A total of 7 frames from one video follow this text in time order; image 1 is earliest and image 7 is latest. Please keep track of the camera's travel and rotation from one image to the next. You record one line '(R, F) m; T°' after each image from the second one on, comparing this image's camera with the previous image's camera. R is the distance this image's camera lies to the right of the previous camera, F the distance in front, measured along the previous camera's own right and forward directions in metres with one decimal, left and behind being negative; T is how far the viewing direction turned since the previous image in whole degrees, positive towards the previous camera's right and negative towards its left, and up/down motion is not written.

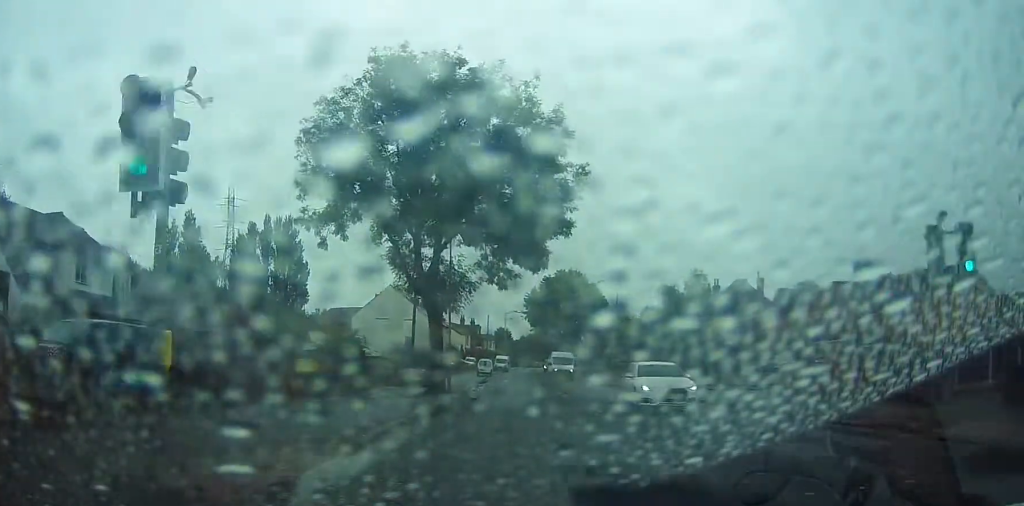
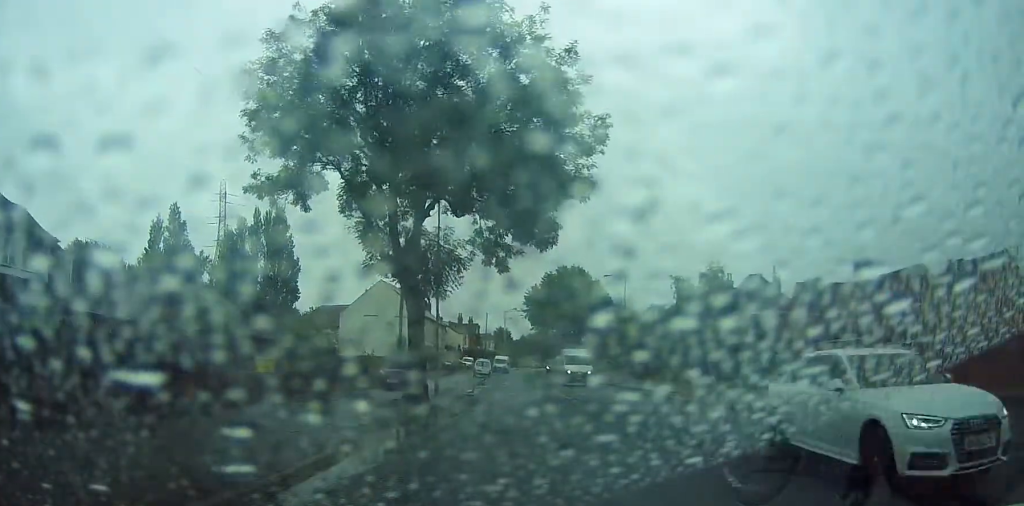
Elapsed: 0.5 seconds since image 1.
(-0.2, +5.9) m; 0°
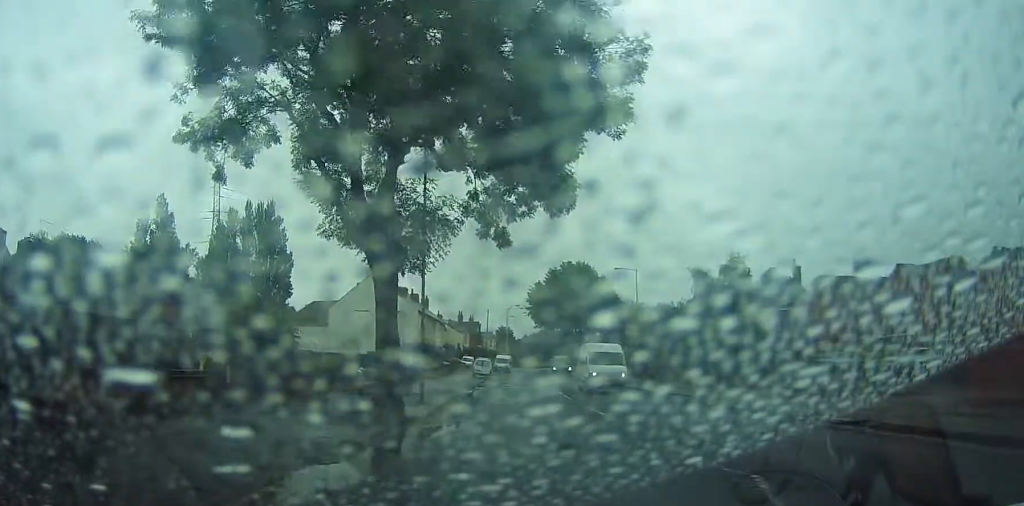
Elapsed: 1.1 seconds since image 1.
(+0.1, +5.5) m; 0°
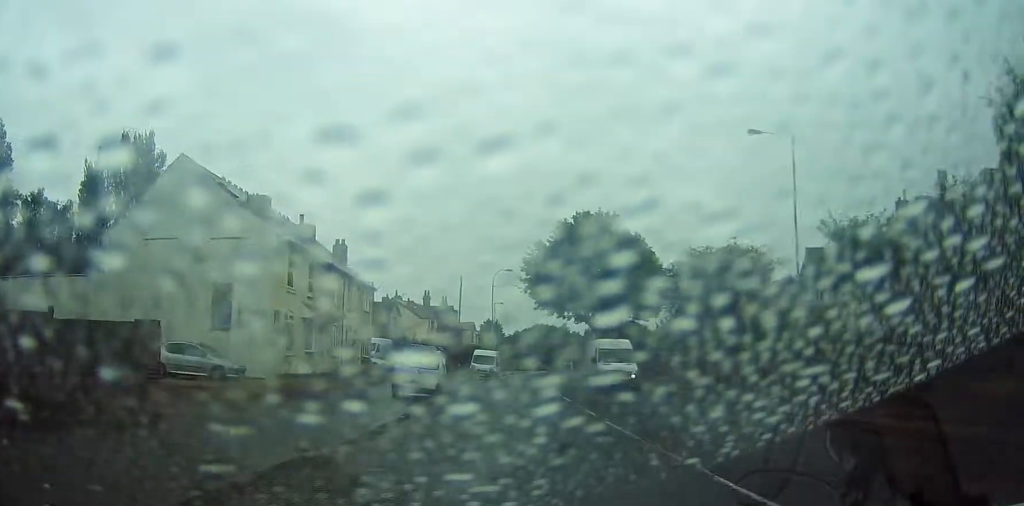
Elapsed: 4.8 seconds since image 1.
(+0.4, +40.0) m; +1°
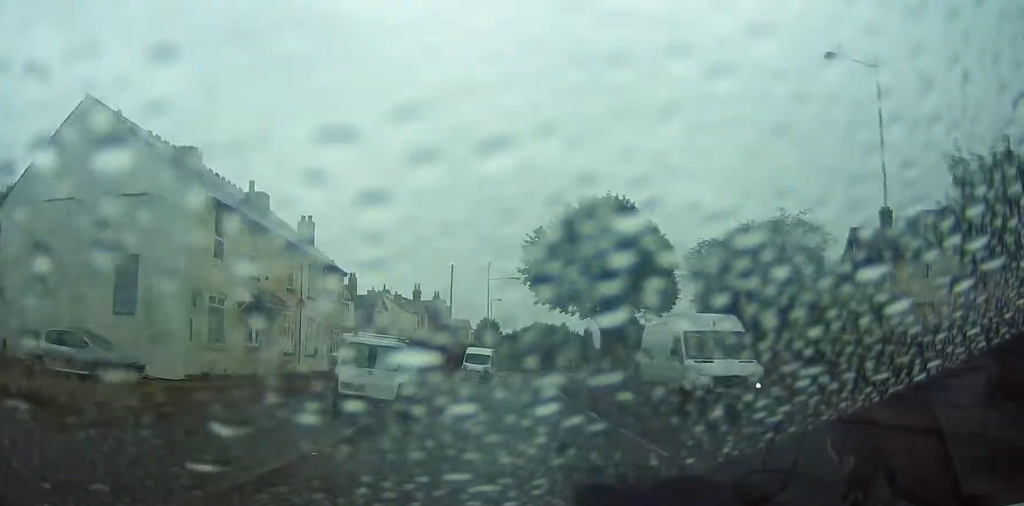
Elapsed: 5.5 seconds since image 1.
(0.0, +7.7) m; 0°
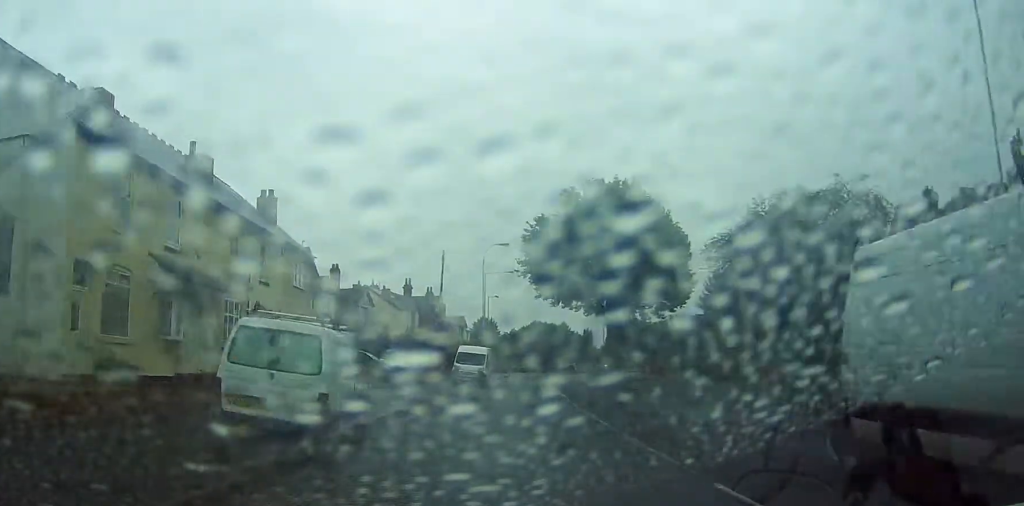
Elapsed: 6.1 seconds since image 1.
(0.0, +6.5) m; 0°
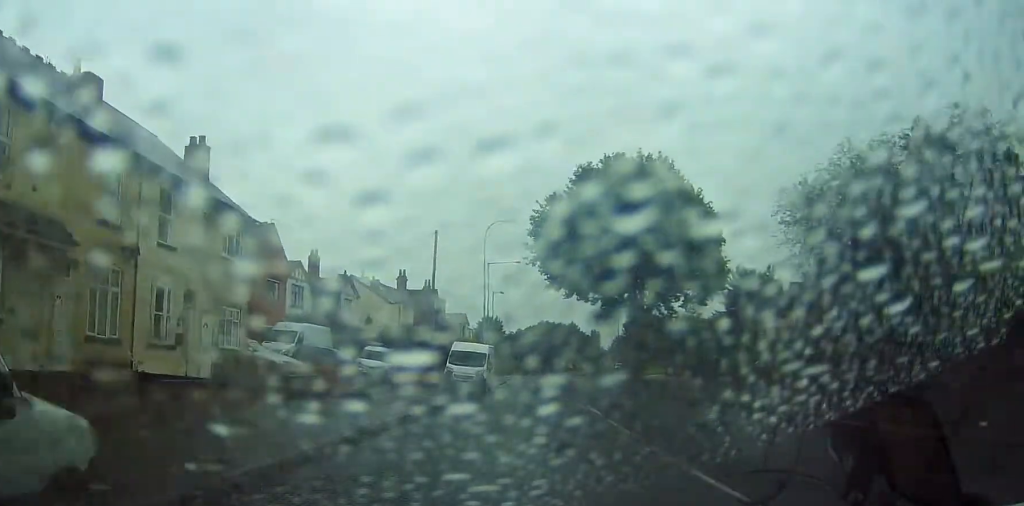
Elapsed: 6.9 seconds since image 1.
(0.0, +8.8) m; 0°
